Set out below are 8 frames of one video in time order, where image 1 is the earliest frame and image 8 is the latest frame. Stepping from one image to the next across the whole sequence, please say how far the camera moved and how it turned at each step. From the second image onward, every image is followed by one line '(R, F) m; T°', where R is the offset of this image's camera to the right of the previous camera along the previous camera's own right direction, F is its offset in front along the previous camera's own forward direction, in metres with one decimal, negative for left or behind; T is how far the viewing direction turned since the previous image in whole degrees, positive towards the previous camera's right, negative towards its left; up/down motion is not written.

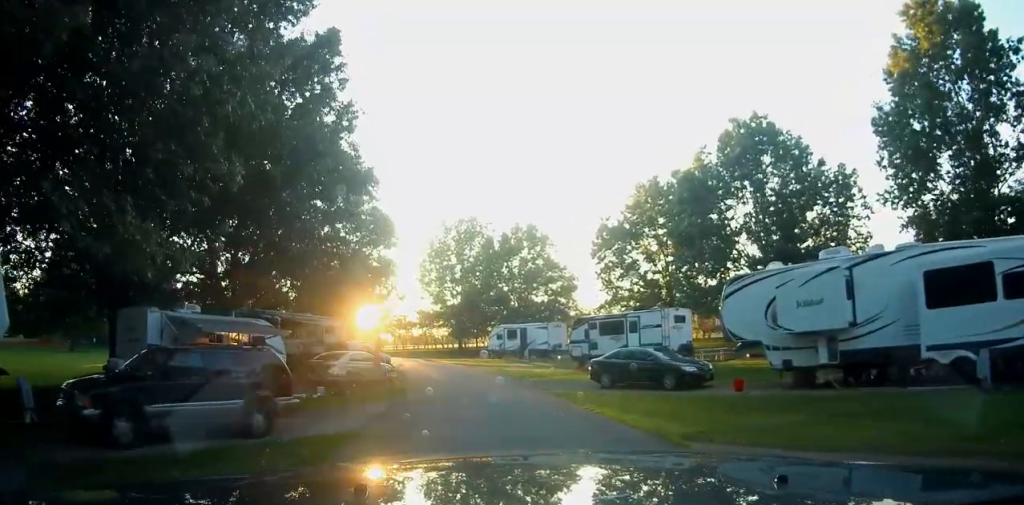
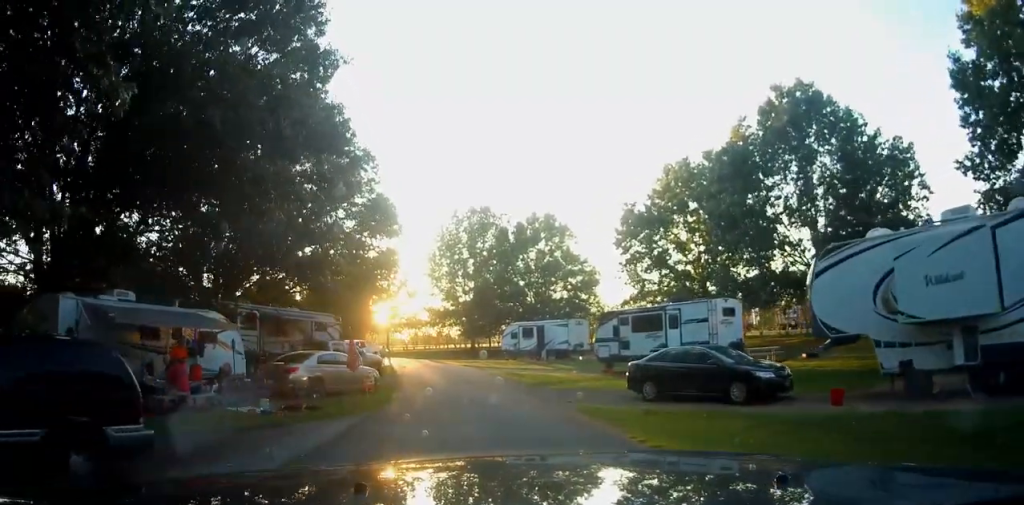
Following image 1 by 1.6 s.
(+0.2, +4.9) m; -3°
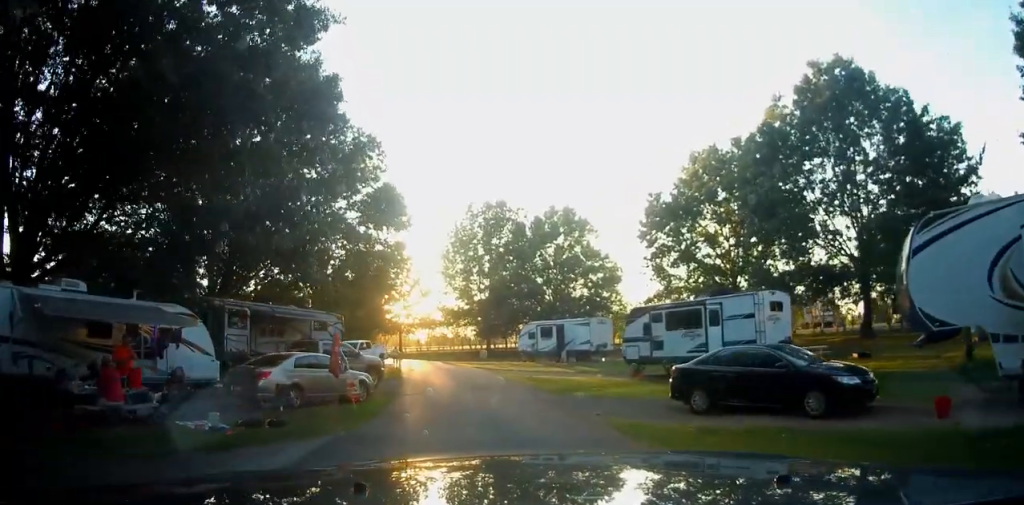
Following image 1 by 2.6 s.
(-0.3, +2.9) m; -8°
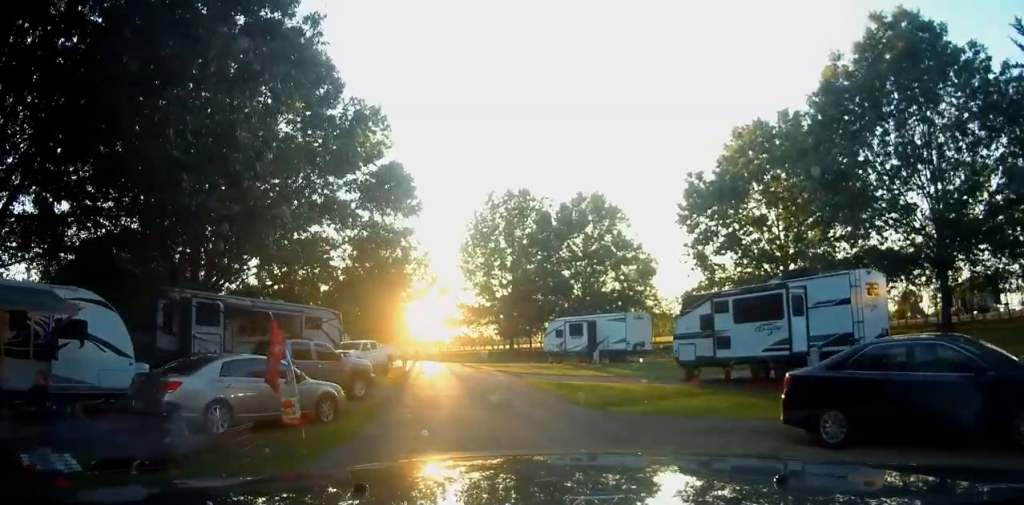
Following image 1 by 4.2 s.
(0.0, +4.3) m; +3°
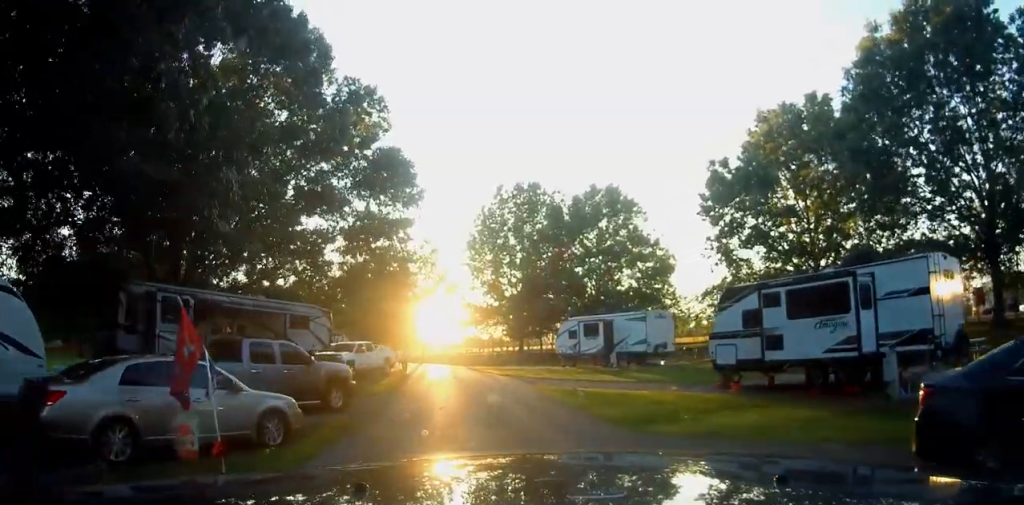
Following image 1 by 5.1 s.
(+0.1, +2.6) m; -2°
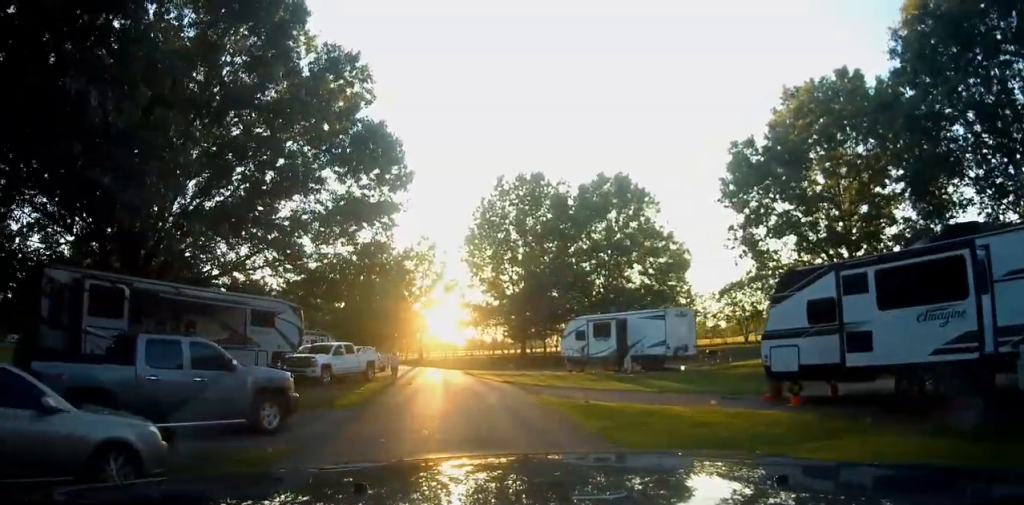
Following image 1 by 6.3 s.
(-0.3, +3.6) m; -2°
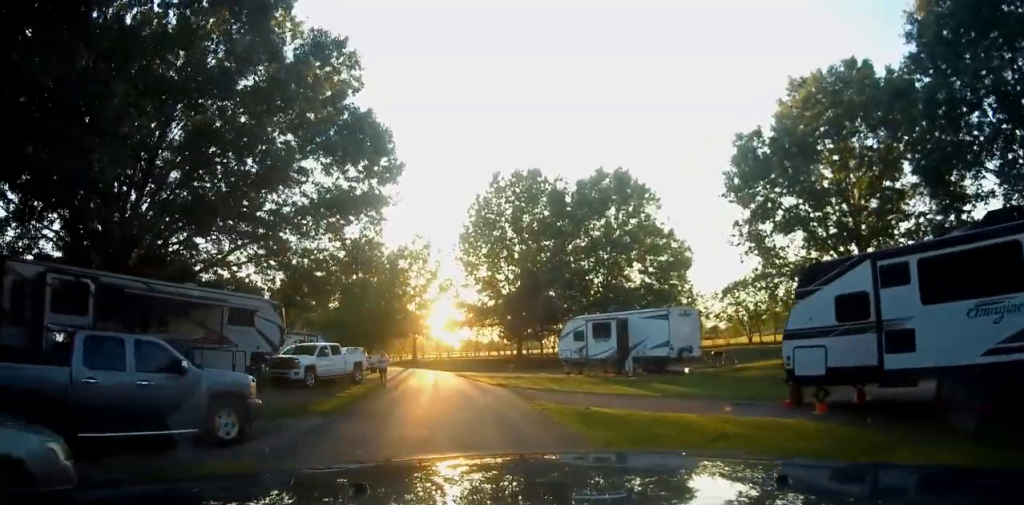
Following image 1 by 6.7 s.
(0.0, +1.4) m; +1°
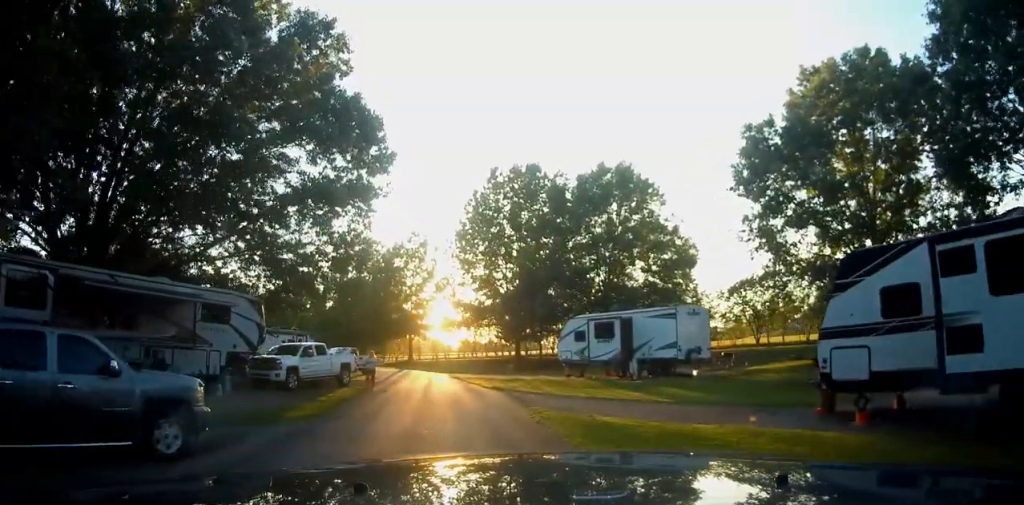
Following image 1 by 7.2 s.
(0.0, +1.6) m; +1°
